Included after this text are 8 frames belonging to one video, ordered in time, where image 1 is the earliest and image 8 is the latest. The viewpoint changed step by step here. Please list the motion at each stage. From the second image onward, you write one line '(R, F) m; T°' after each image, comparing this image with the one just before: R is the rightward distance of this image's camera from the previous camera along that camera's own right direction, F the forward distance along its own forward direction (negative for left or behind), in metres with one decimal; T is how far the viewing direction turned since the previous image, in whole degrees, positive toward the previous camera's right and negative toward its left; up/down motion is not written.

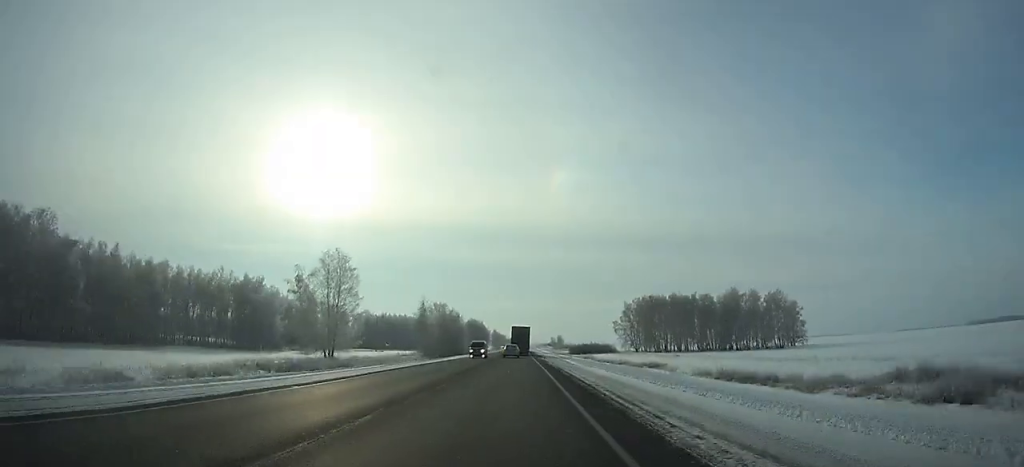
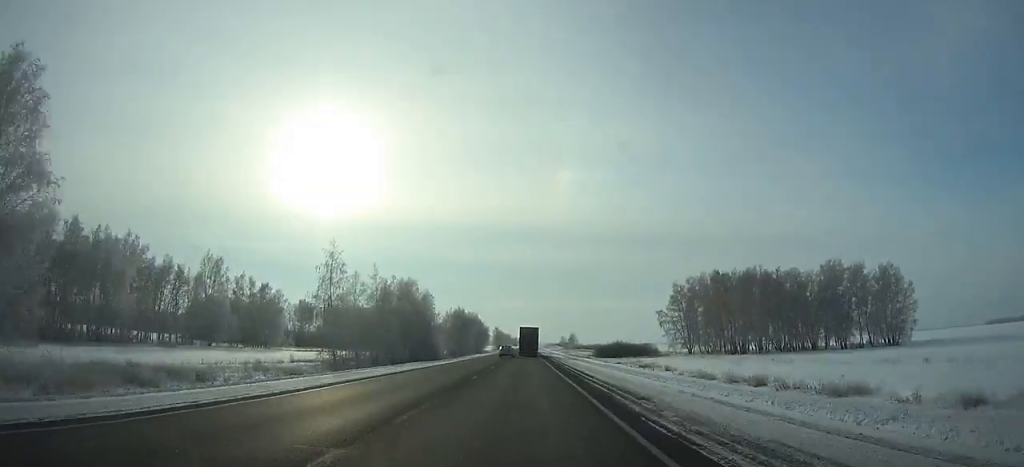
(0.0, +68.4) m; 0°
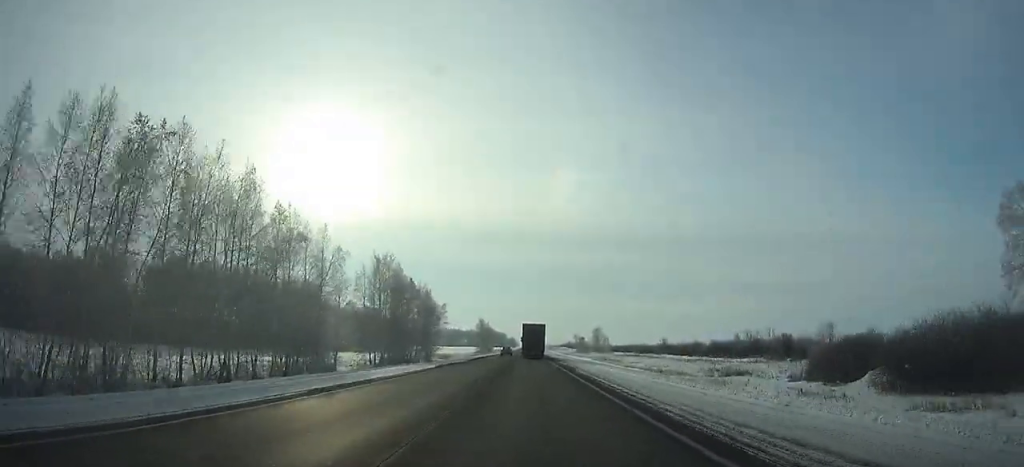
(+0.4, +143.9) m; 0°
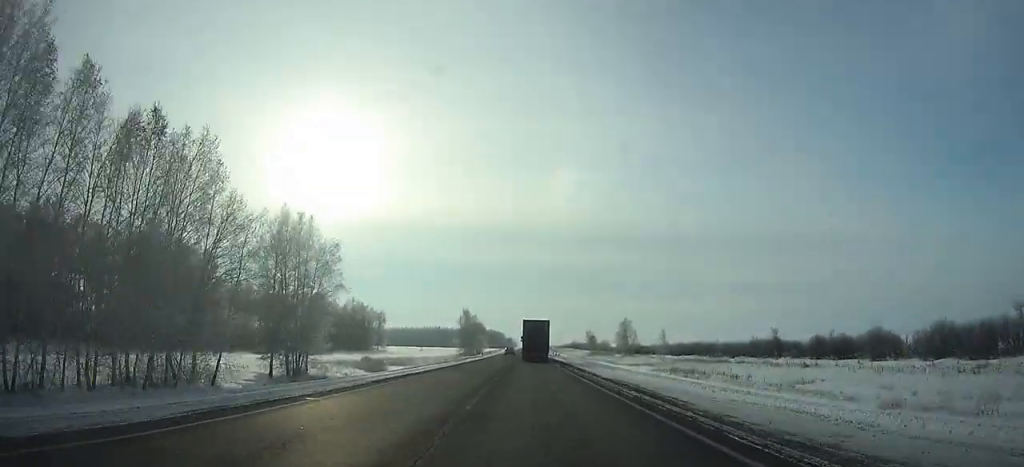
(+0.1, +73.1) m; 0°
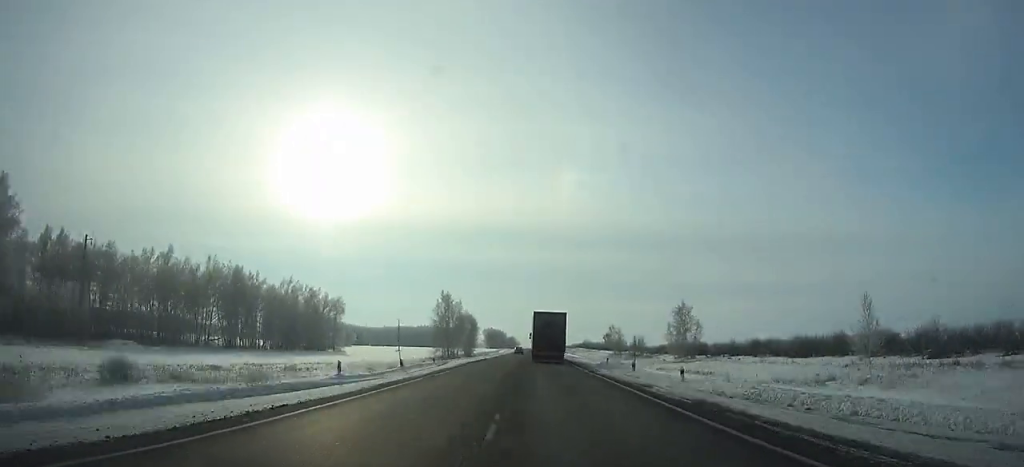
(-0.4, +64.7) m; 0°
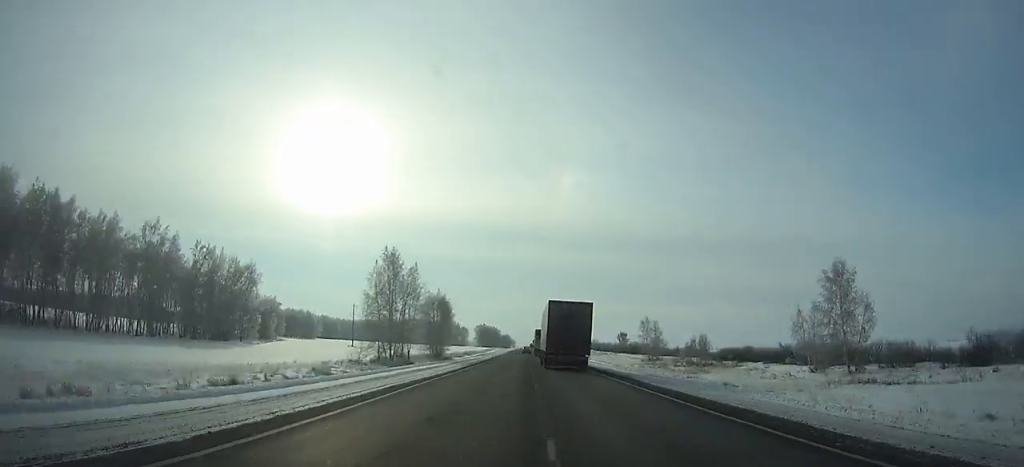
(+0.2, +63.7) m; 0°
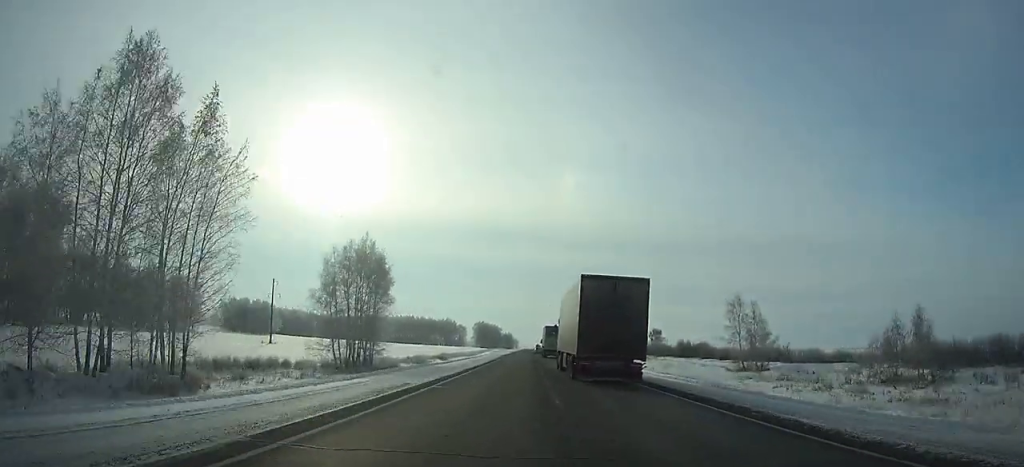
(+0.1, +64.9) m; 0°
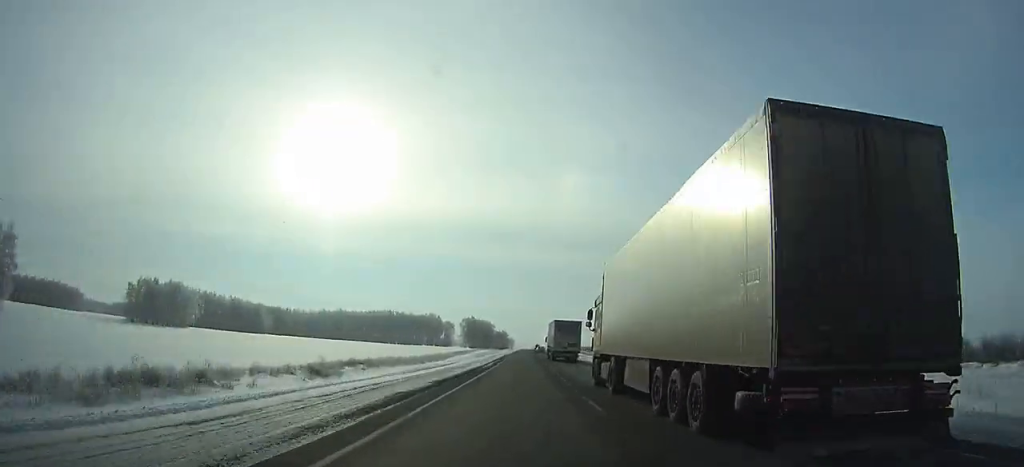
(0.0, +75.0) m; 0°
